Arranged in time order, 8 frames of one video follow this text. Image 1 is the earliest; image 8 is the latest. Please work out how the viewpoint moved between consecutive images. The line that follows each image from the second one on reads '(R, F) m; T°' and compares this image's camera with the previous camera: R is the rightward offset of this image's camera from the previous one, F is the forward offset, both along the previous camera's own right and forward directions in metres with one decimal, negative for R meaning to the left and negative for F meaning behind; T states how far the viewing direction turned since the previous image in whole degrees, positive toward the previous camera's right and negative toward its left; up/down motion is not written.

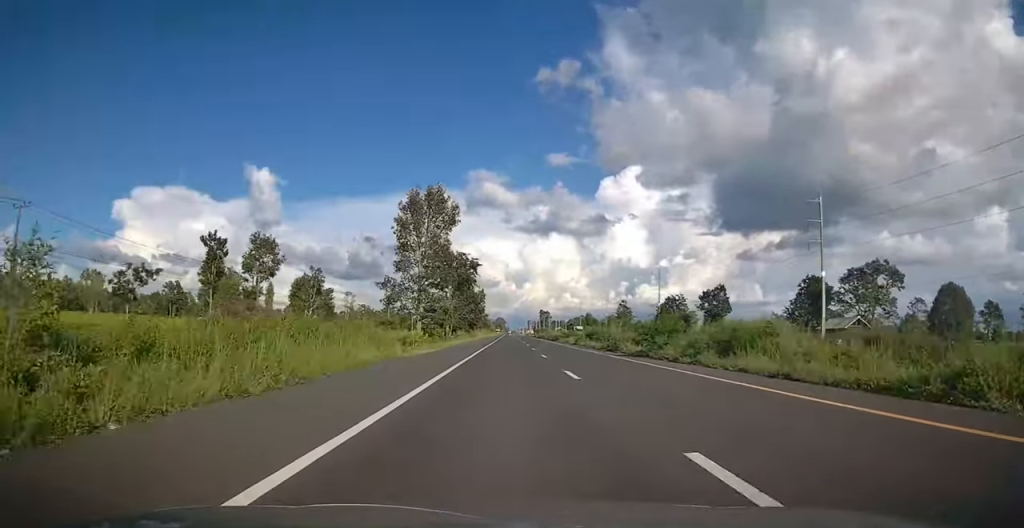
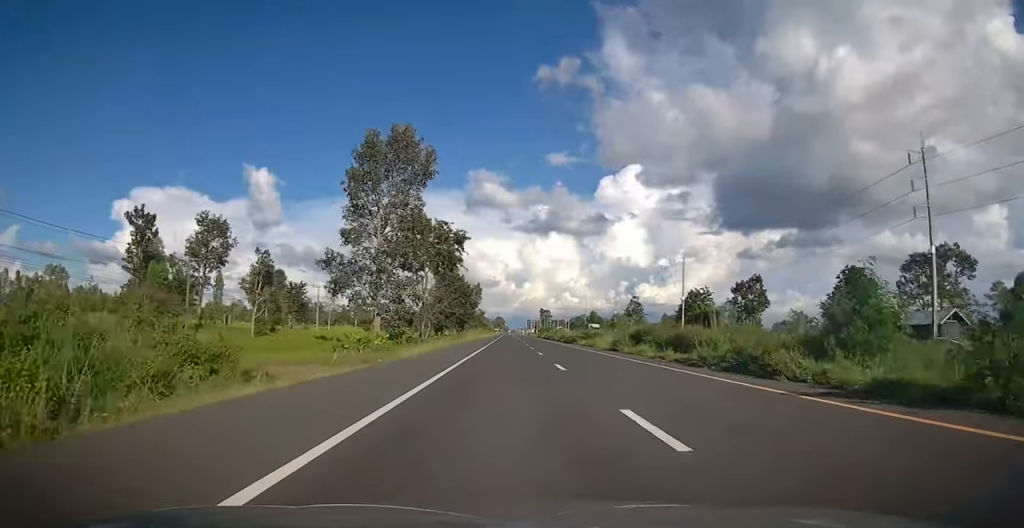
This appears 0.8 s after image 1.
(0.0, +20.7) m; 0°
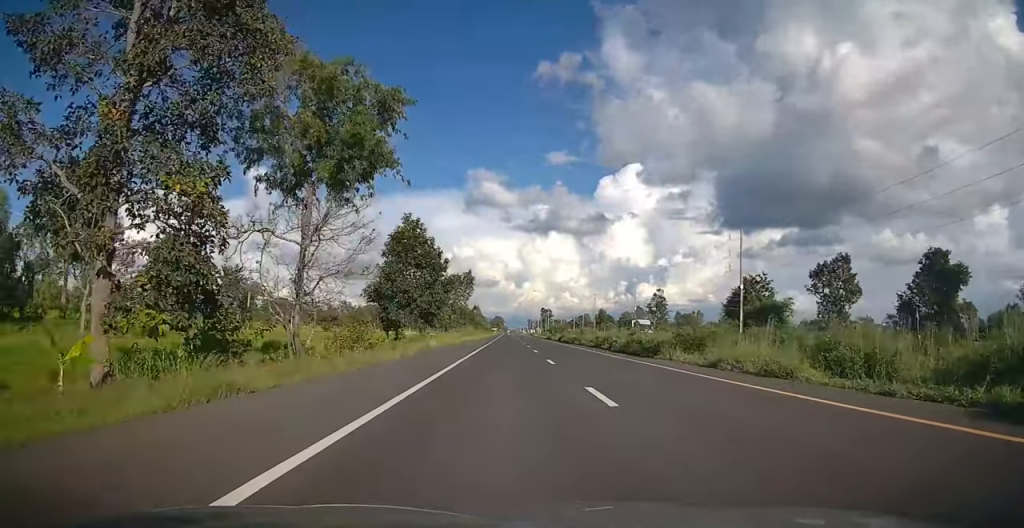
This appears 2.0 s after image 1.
(0.0, +32.9) m; 0°
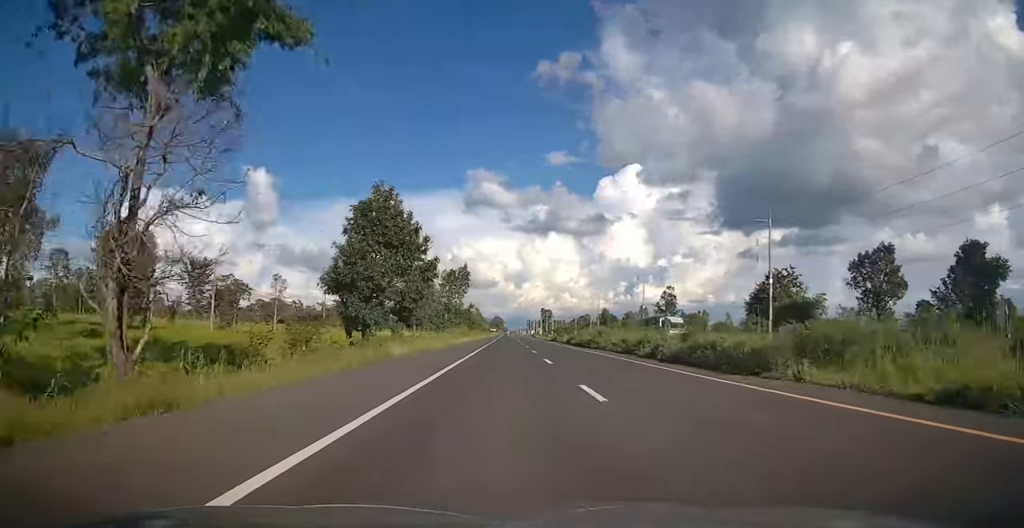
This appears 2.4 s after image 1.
(0.0, +11.1) m; 0°
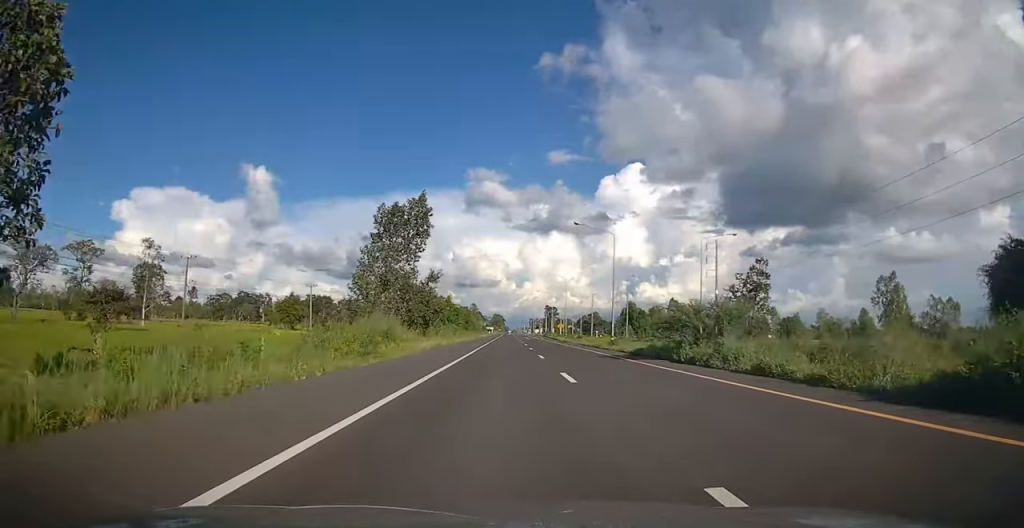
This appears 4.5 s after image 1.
(+0.3, +56.6) m; 0°
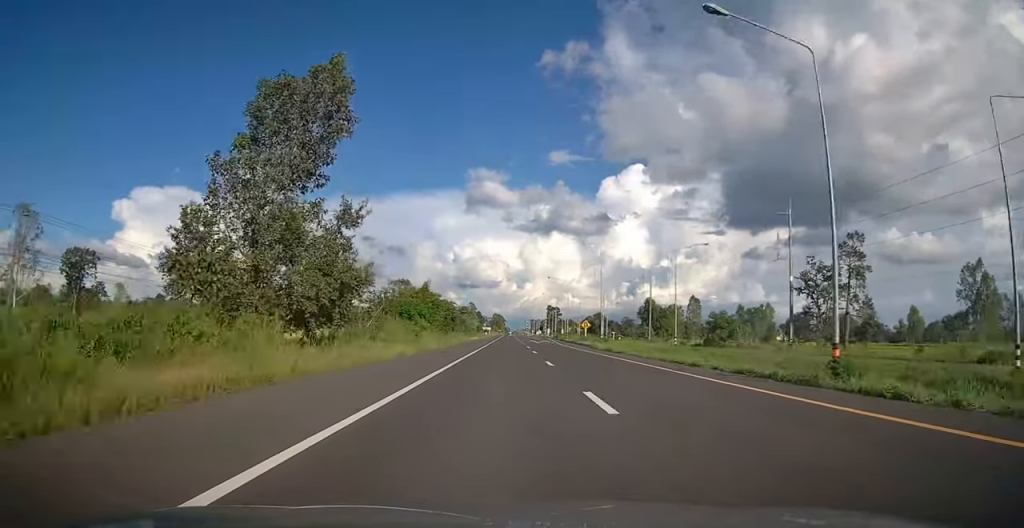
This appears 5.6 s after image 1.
(-0.1, +29.0) m; 0°
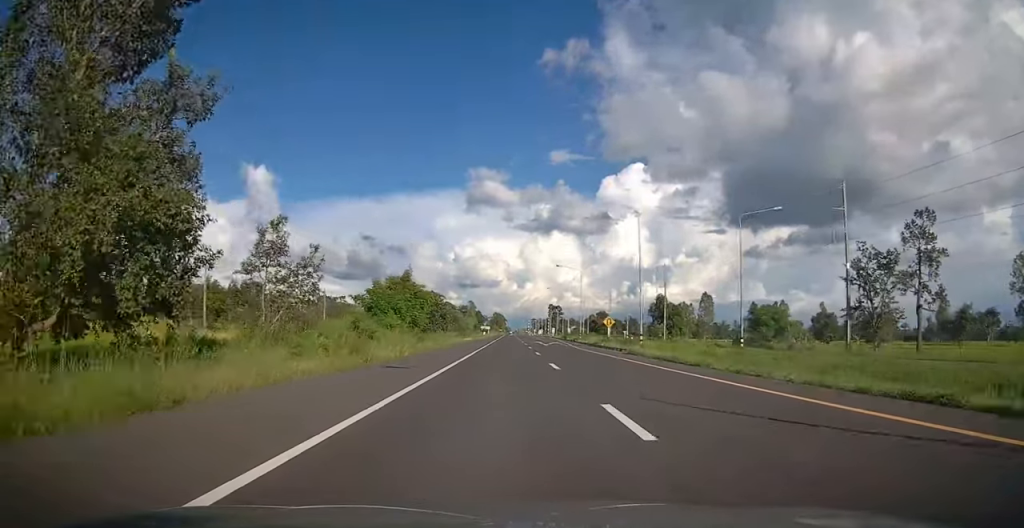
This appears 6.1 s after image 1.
(0.0, +14.0) m; 0°
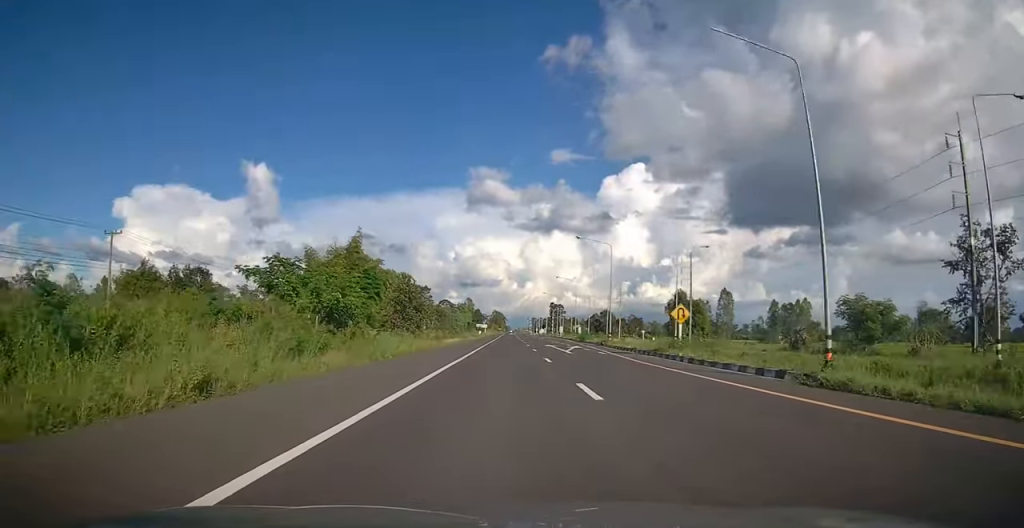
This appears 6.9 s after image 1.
(0.0, +20.3) m; 0°
